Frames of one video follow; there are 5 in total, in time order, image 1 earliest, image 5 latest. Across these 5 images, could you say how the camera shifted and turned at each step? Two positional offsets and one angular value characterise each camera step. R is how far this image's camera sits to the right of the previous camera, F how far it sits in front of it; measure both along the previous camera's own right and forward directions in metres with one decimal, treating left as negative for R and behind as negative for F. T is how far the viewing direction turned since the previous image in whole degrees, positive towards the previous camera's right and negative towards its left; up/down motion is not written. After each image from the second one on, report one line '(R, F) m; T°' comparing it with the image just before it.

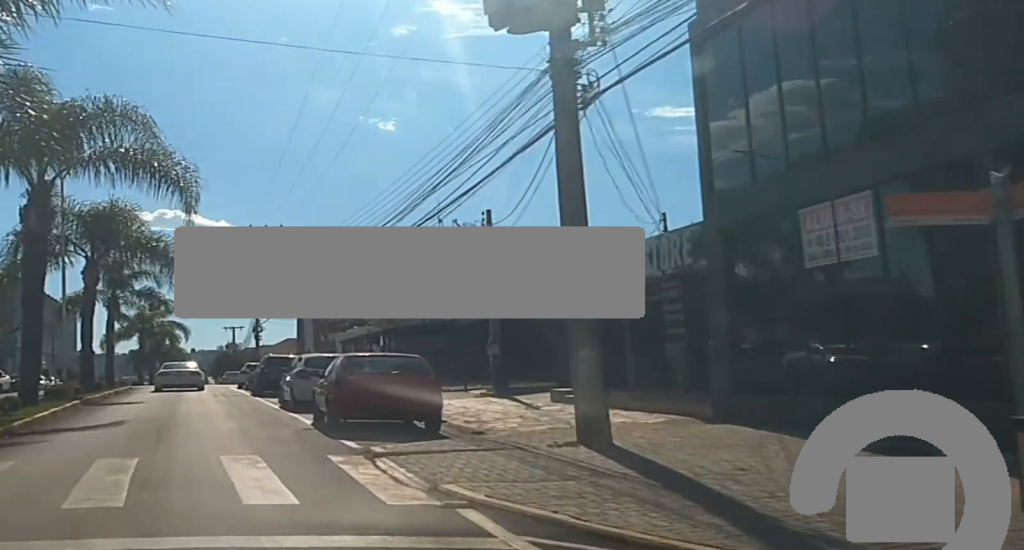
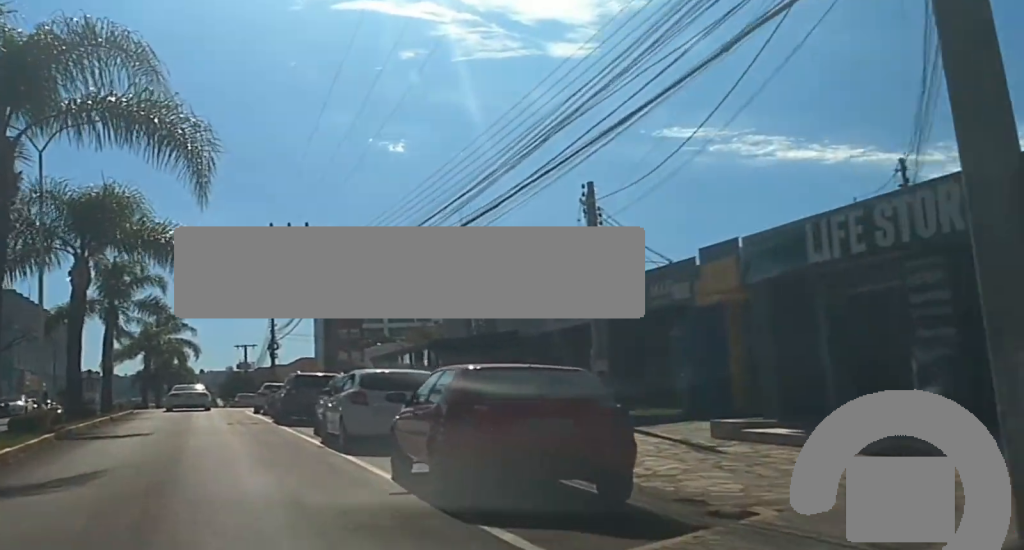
(-0.4, +7.2) m; -5°
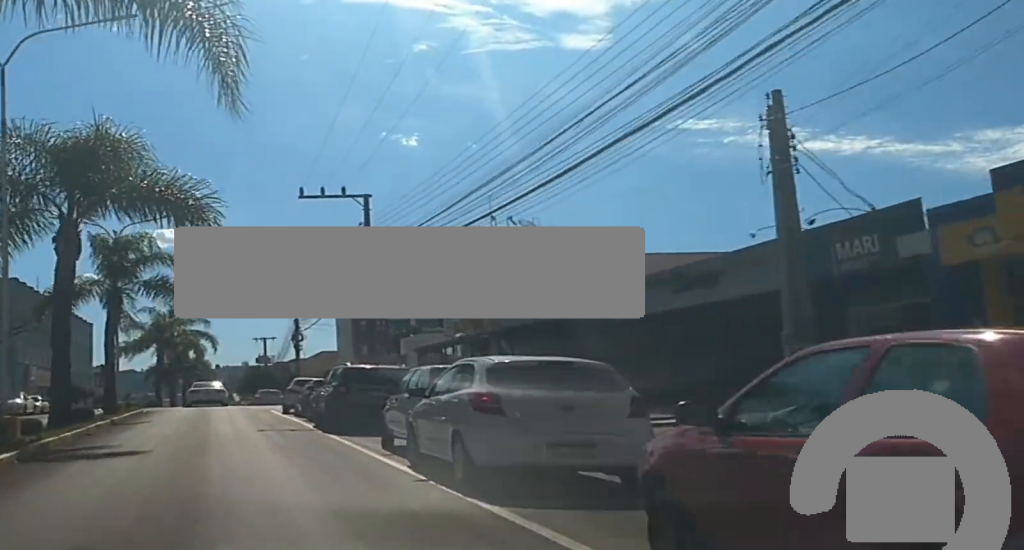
(-0.1, +6.6) m; 0°
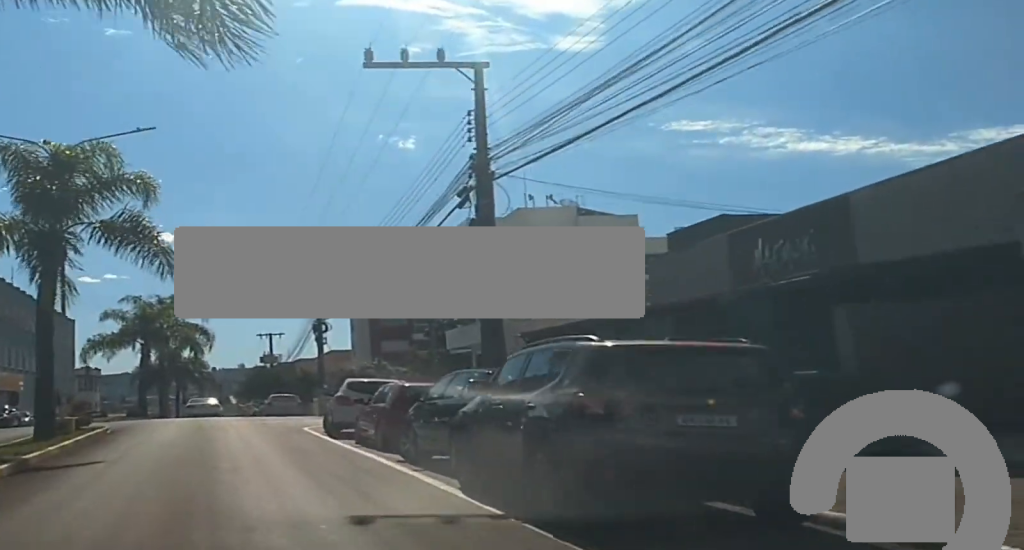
(+0.9, +13.9) m; +5°
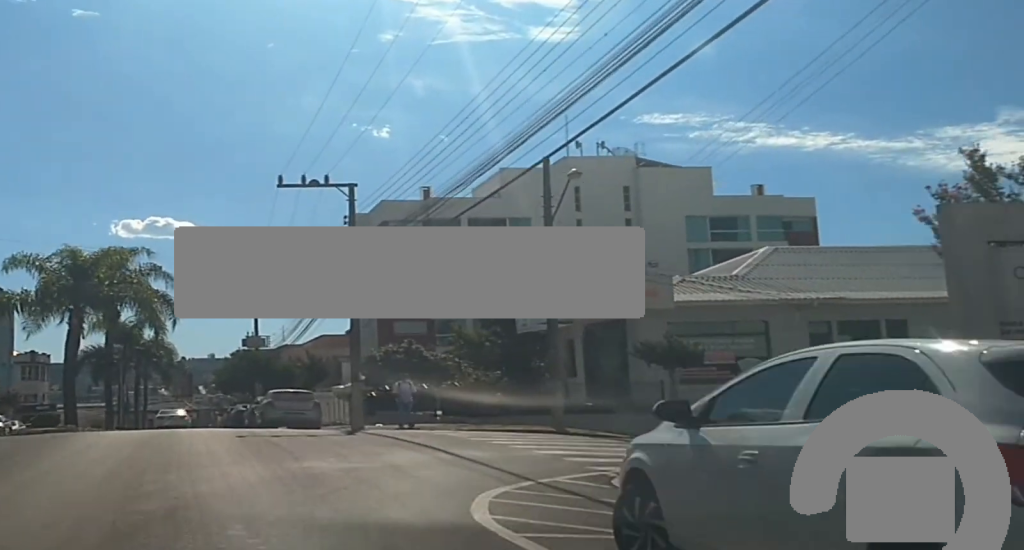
(-0.5, +18.8) m; +1°
